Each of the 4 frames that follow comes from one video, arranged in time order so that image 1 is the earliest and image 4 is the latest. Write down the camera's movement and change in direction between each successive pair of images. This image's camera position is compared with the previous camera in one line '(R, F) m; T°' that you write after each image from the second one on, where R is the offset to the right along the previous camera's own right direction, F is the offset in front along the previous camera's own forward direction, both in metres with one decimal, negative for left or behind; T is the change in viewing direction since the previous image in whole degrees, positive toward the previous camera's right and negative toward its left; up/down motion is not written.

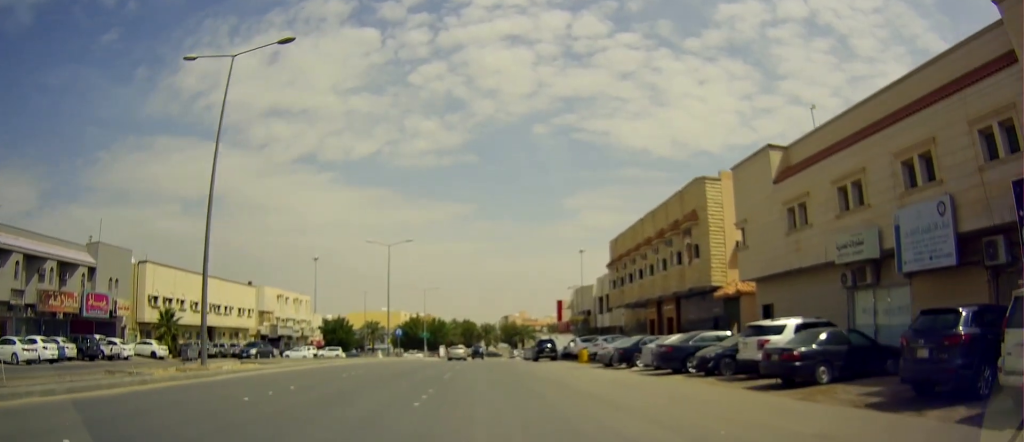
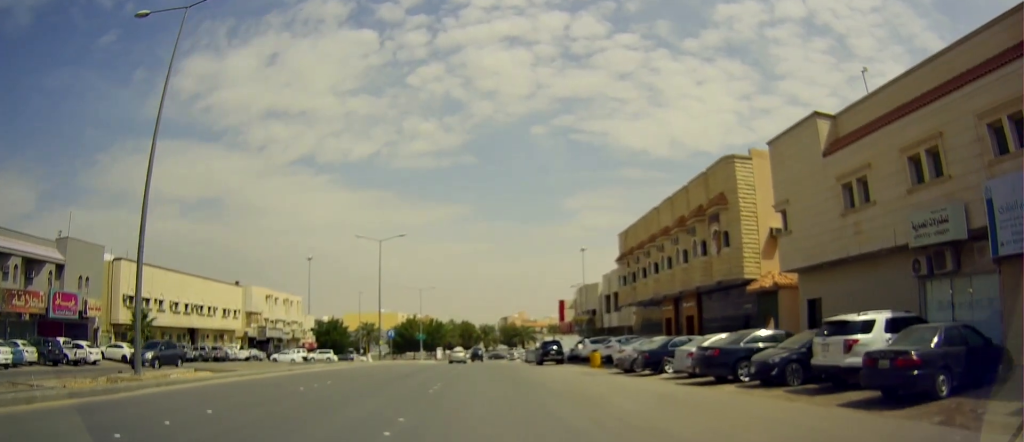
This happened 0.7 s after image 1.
(0.0, +4.8) m; +3°
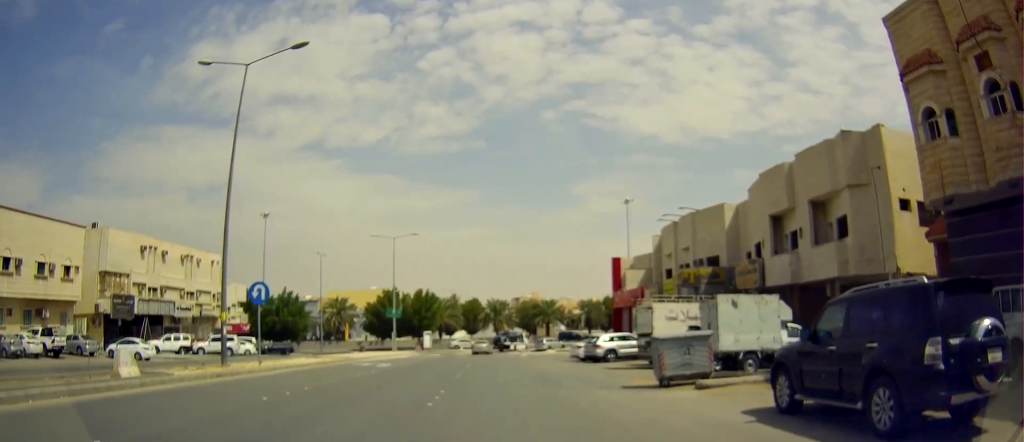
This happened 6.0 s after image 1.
(-1.4, +38.1) m; -4°
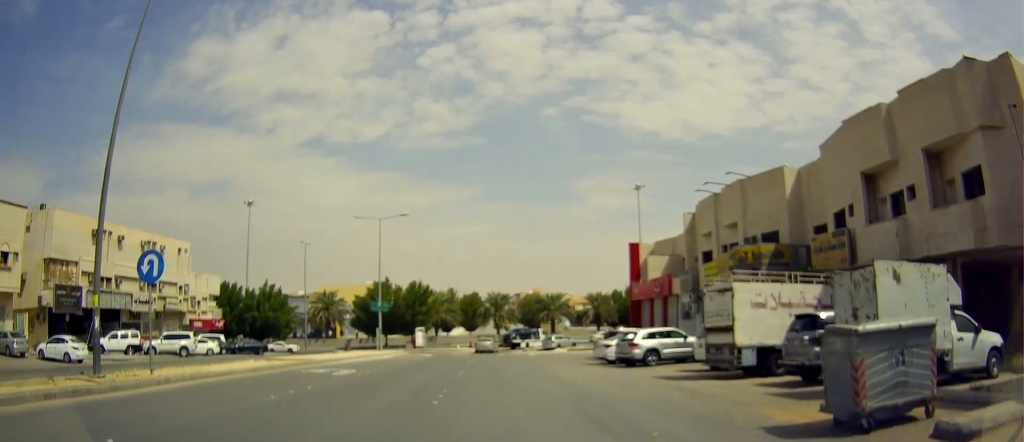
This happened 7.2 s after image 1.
(+1.0, +8.7) m; +7°
